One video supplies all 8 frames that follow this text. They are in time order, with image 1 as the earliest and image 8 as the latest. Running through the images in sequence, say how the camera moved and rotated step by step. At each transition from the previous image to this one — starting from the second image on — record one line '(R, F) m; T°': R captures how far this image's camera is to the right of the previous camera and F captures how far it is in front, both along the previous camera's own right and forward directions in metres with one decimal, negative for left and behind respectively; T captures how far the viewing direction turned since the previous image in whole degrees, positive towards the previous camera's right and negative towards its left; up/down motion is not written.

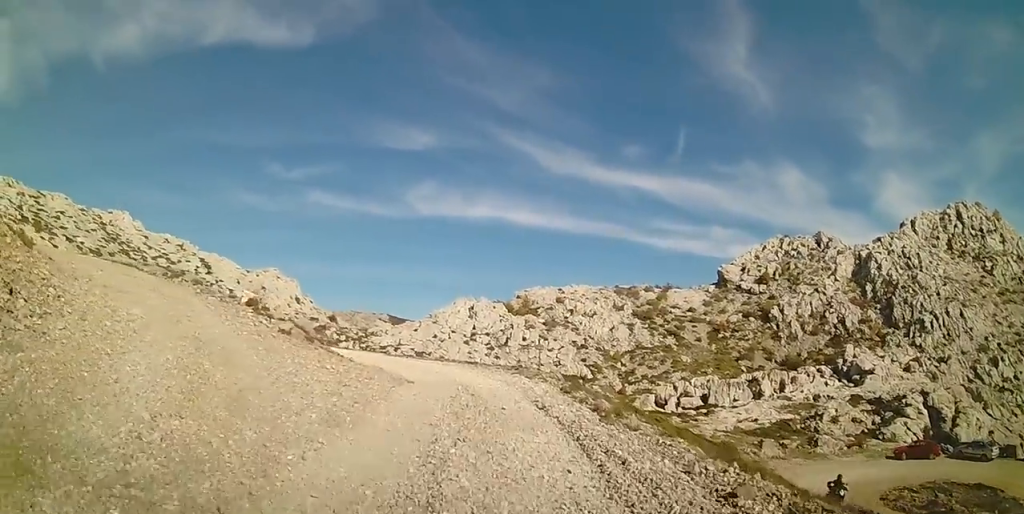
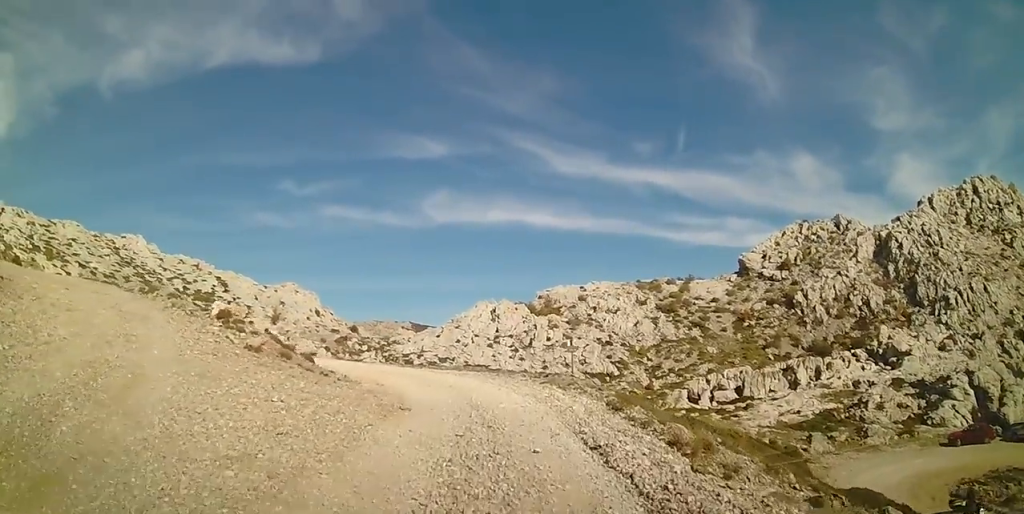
(-0.3, +3.6) m; -4°
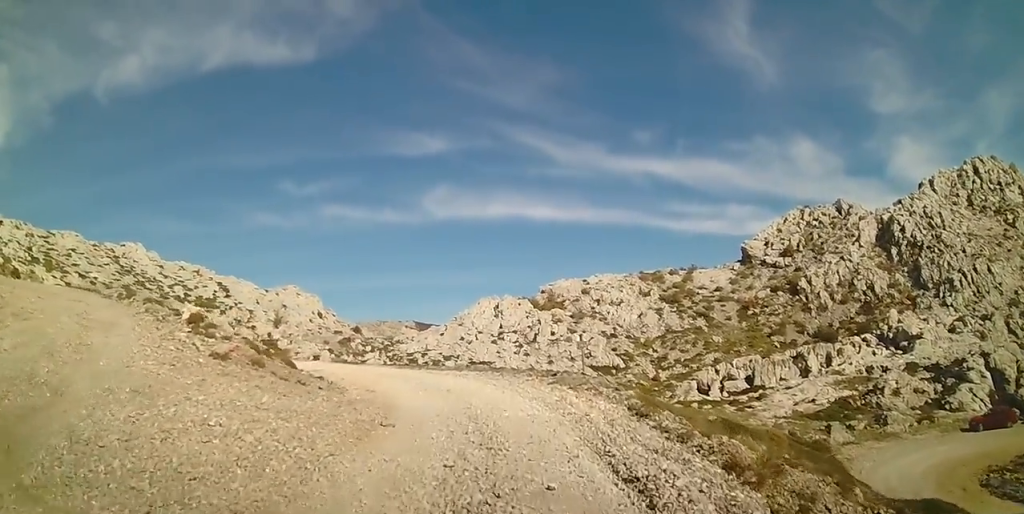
(0.0, +1.8) m; 0°
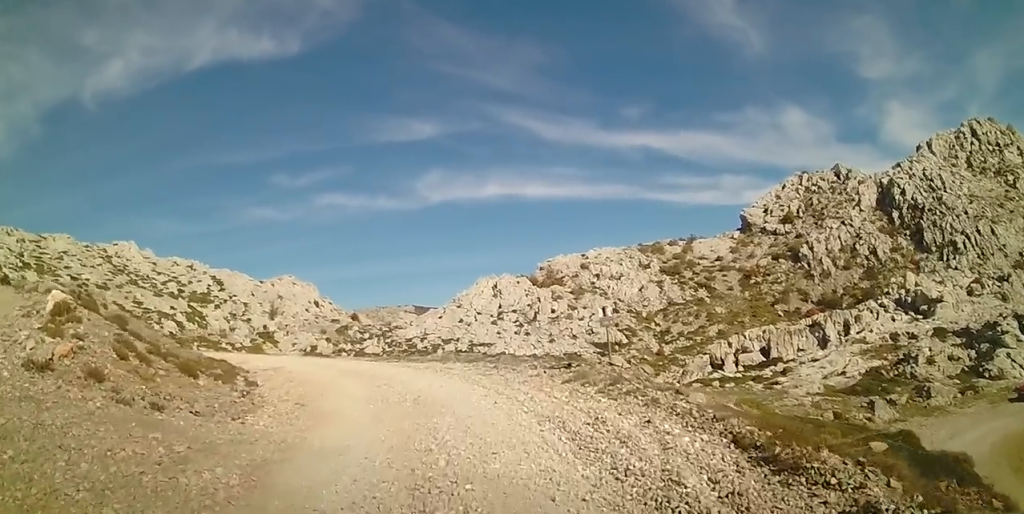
(-0.1, +5.1) m; -1°
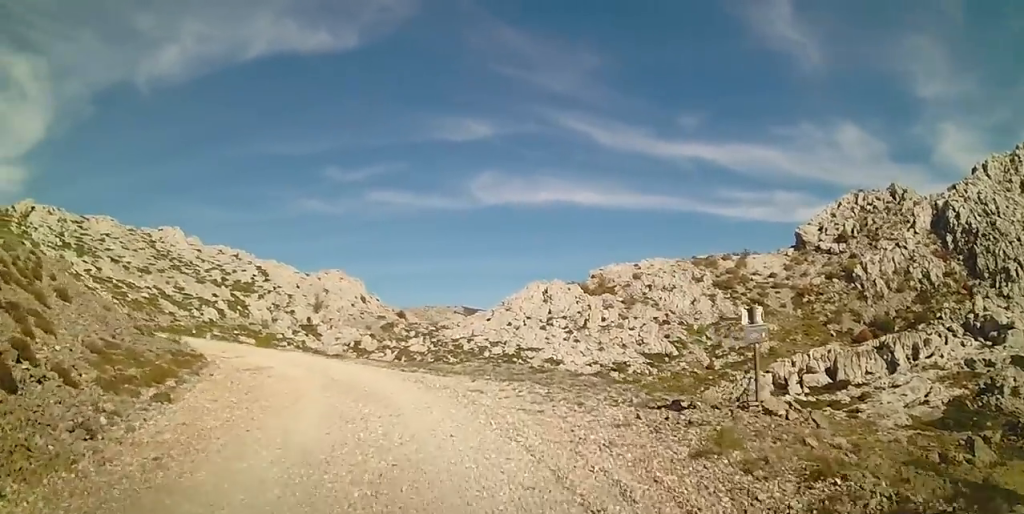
(-0.1, +5.5) m; -6°
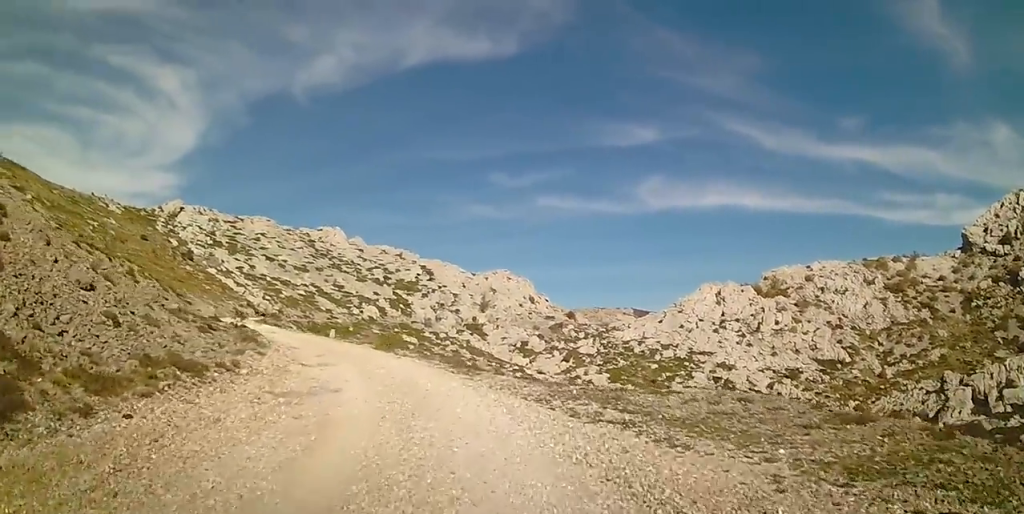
(-0.7, +8.0) m; -10°
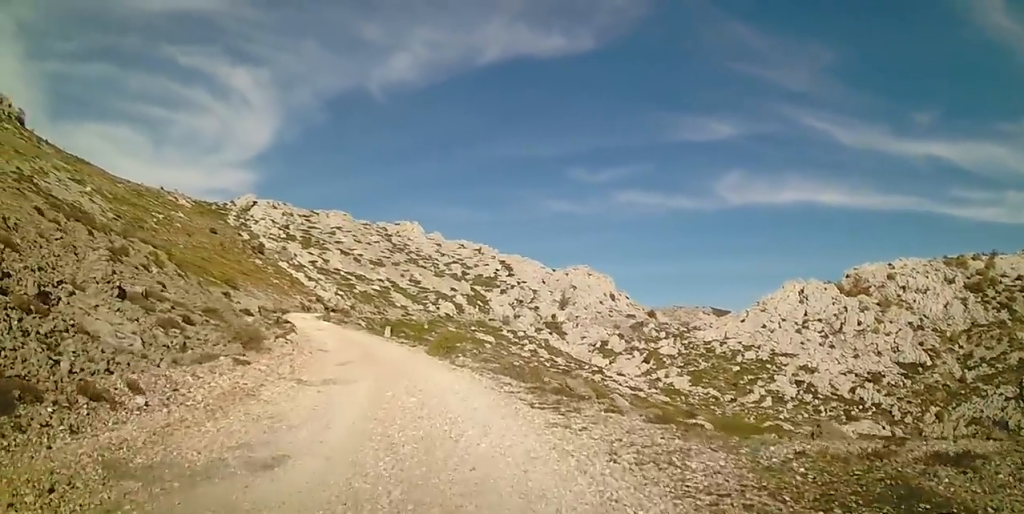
(-0.5, +5.7) m; -9°
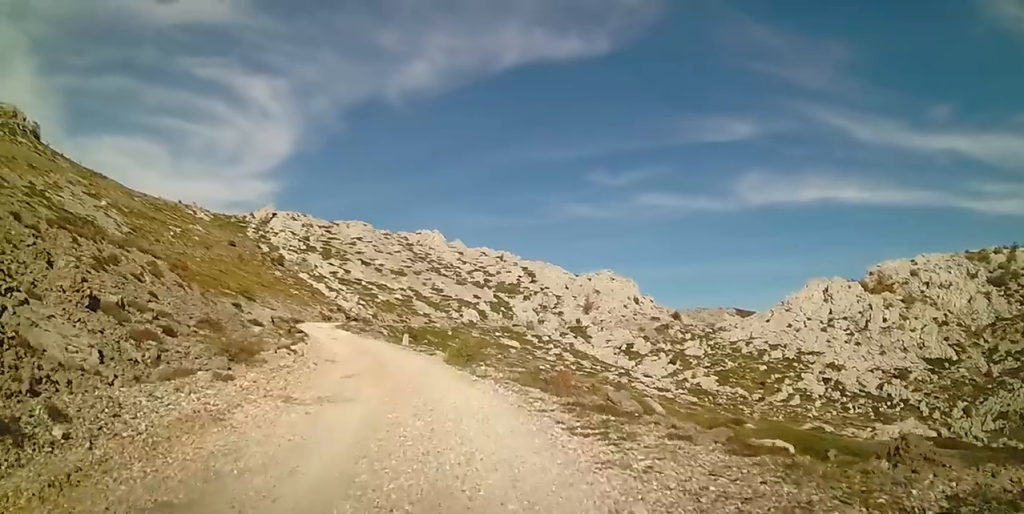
(-0.1, +2.0) m; -5°
